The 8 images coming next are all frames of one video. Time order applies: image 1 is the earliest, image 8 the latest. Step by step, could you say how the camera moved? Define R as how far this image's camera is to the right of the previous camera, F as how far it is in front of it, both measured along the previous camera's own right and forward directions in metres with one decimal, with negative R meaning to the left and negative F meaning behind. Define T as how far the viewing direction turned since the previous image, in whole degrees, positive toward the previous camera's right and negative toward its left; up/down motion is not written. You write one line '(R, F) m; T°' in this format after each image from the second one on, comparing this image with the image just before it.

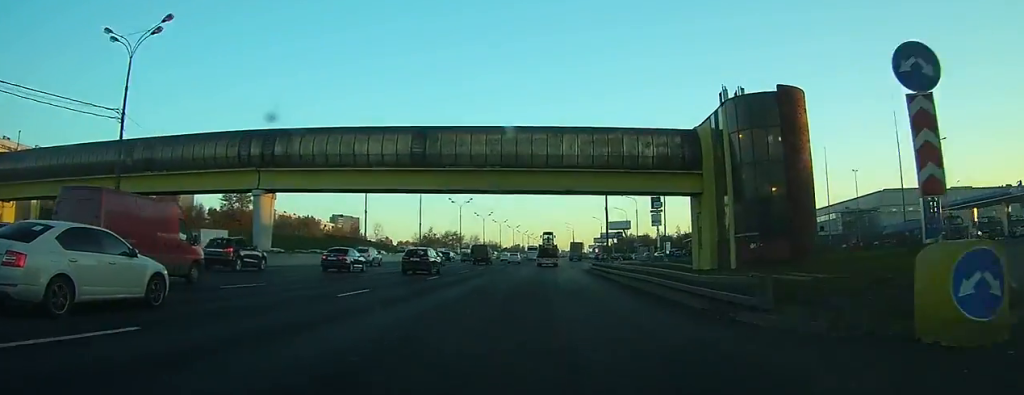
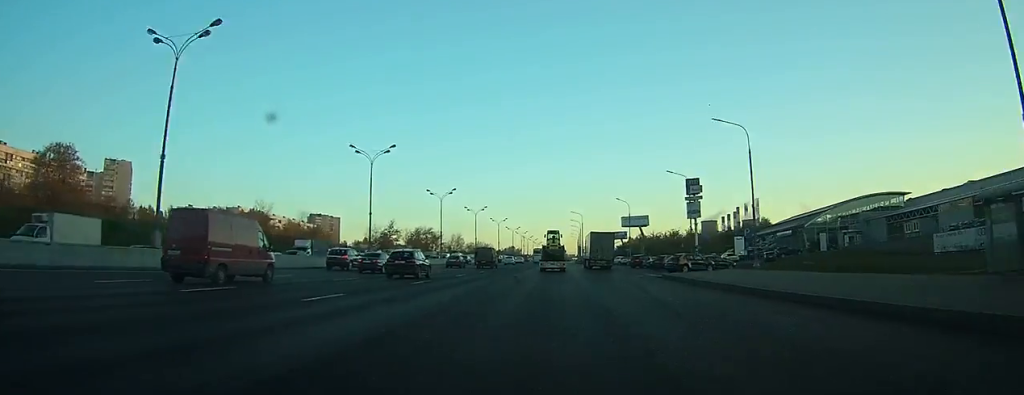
(-0.2, +60.3) m; 0°
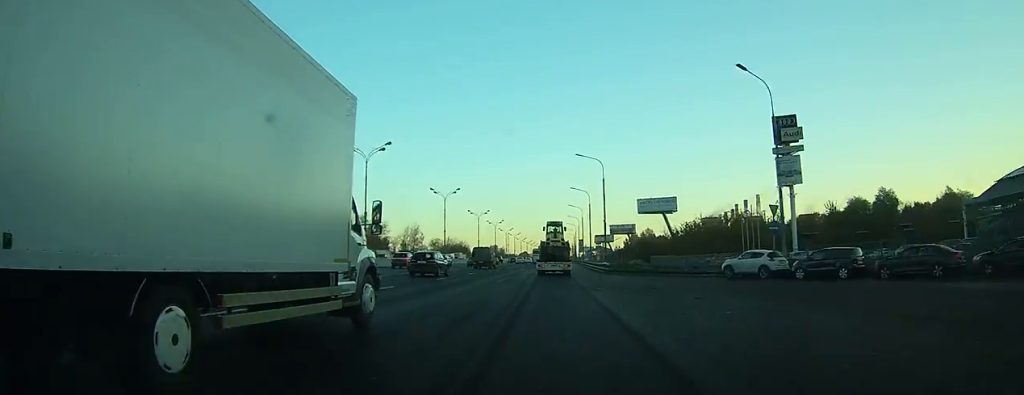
(+0.4, +77.0) m; 0°
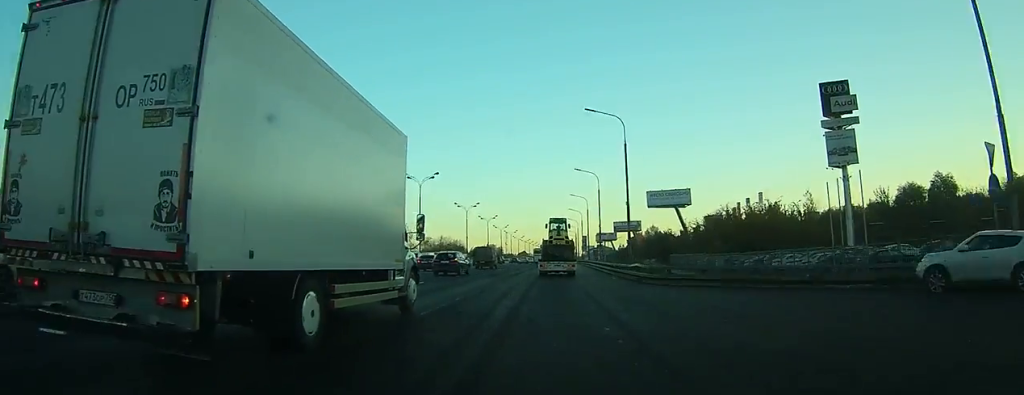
(0.0, +19.5) m; 0°
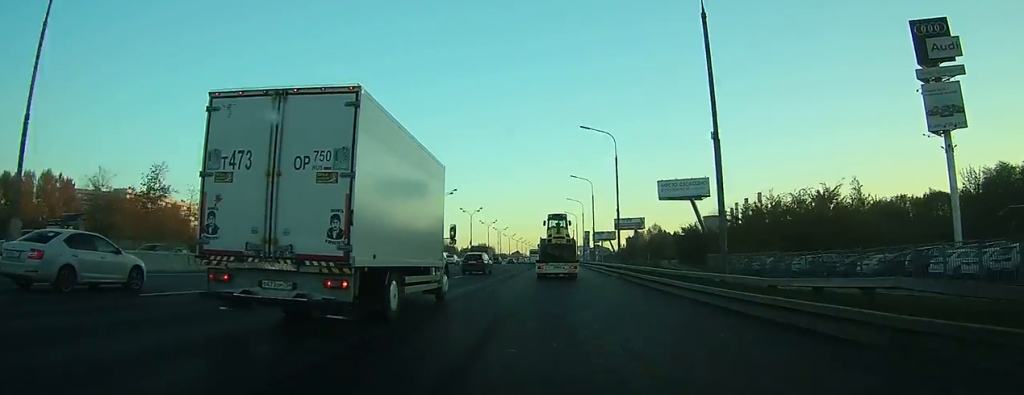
(0.0, +24.8) m; 0°
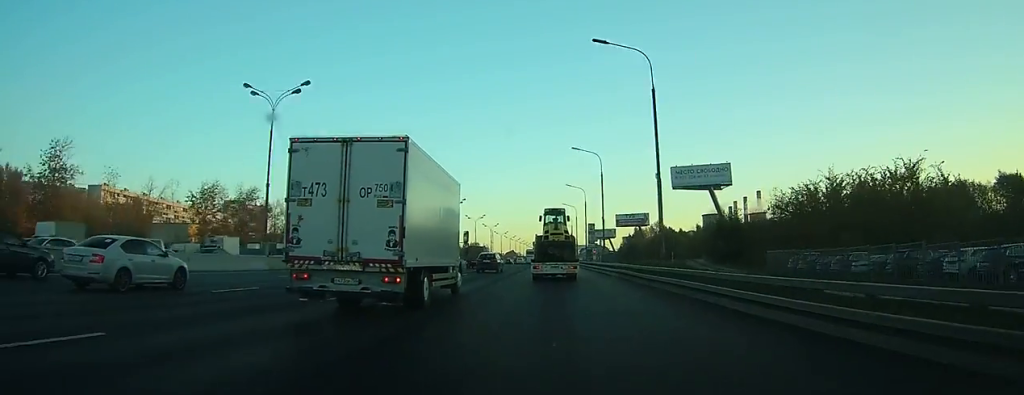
(0.0, +20.9) m; 0°
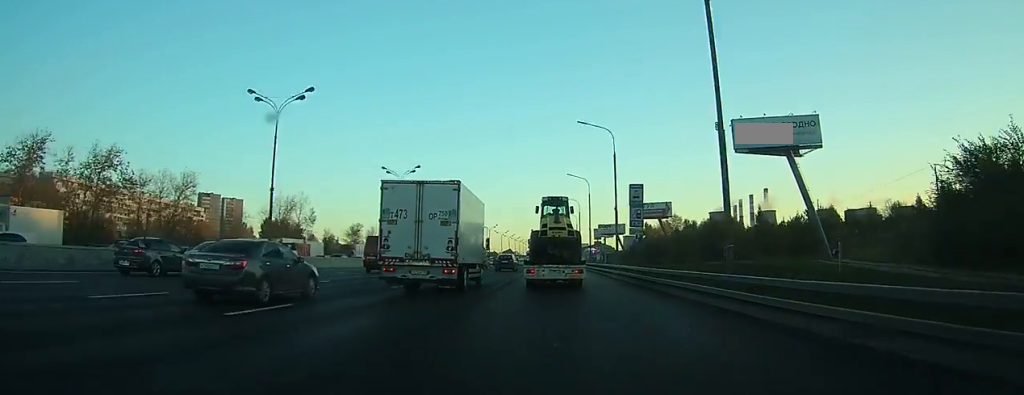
(+0.3, +43.5) m; 0°
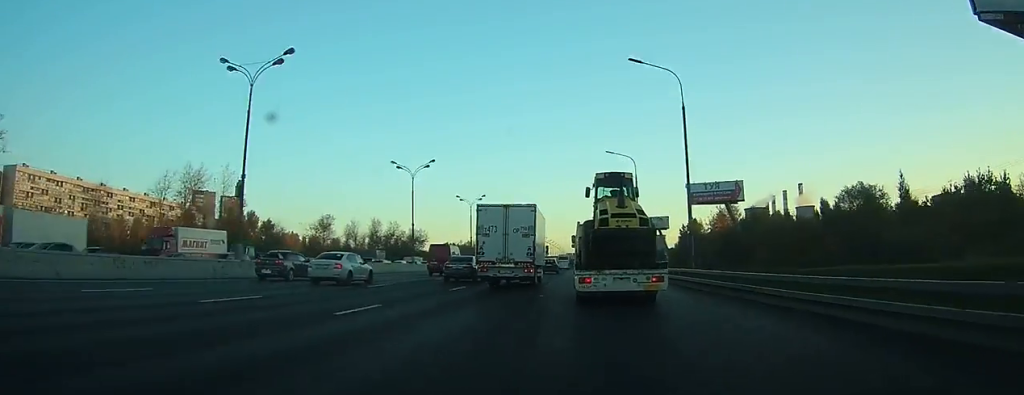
(-0.2, +48.4) m; -1°
